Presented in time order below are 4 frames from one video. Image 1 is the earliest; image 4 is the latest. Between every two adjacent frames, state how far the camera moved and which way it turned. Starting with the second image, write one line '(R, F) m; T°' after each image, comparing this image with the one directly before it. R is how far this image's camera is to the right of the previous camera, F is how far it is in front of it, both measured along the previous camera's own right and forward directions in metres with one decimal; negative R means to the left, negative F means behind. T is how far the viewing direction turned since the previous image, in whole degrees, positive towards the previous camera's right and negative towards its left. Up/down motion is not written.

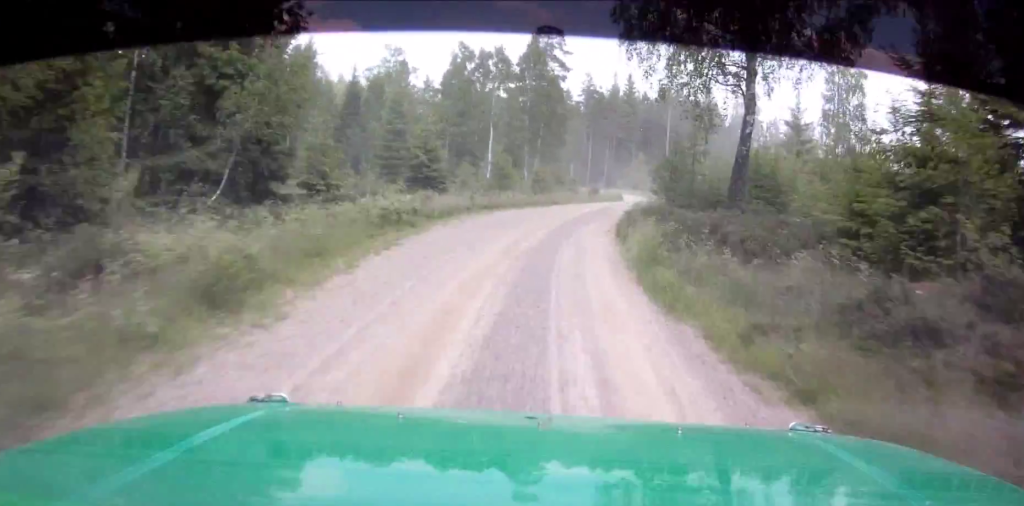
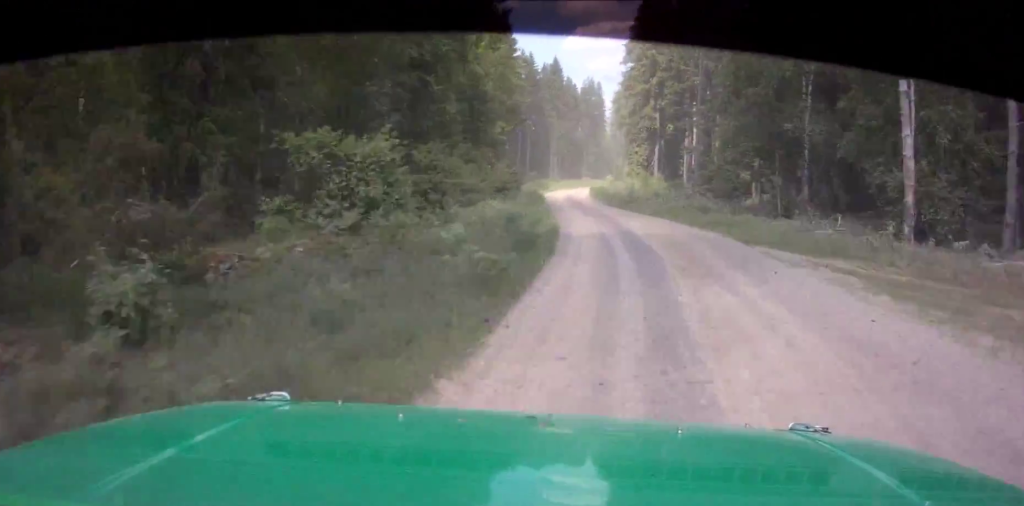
(-11.0, +104.1) m; -27°
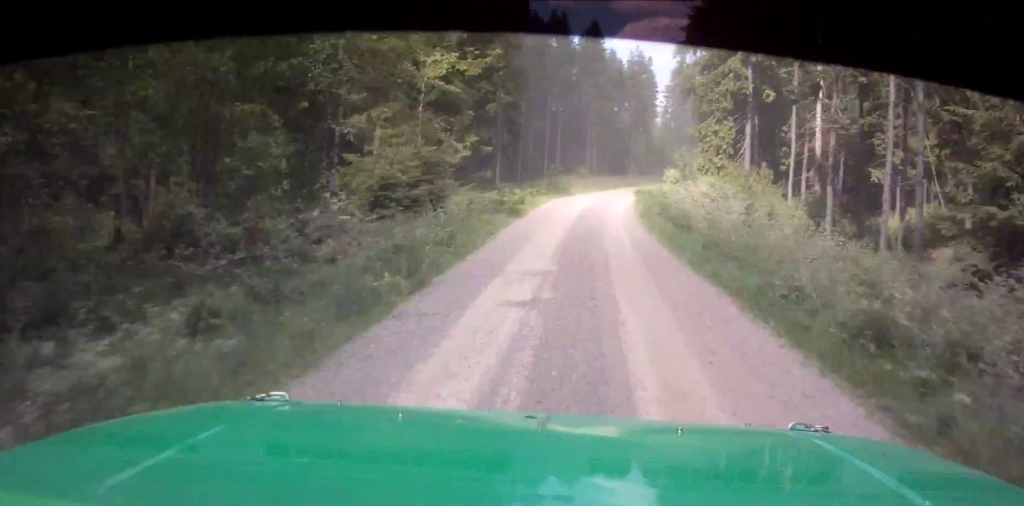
(-1.9, +34.5) m; -1°
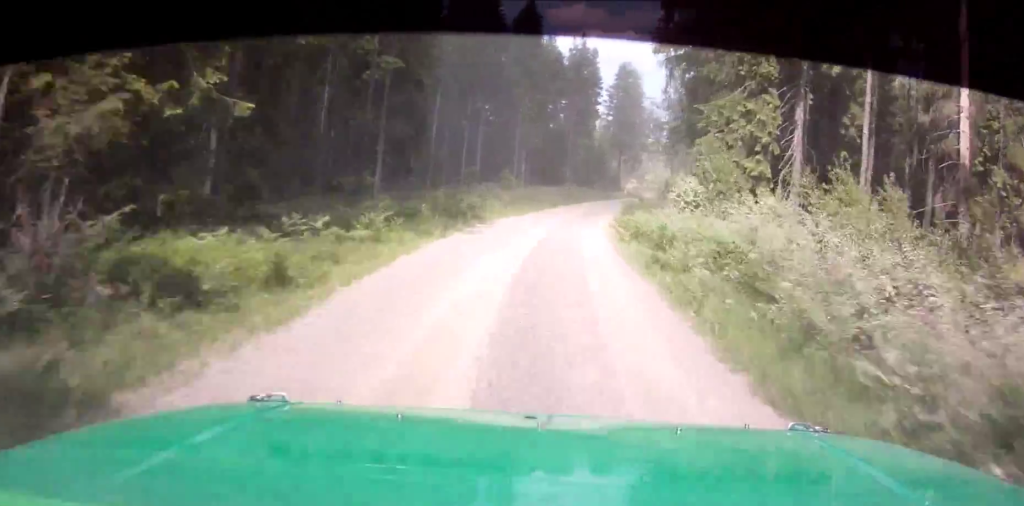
(+0.4, +20.8) m; +3°
